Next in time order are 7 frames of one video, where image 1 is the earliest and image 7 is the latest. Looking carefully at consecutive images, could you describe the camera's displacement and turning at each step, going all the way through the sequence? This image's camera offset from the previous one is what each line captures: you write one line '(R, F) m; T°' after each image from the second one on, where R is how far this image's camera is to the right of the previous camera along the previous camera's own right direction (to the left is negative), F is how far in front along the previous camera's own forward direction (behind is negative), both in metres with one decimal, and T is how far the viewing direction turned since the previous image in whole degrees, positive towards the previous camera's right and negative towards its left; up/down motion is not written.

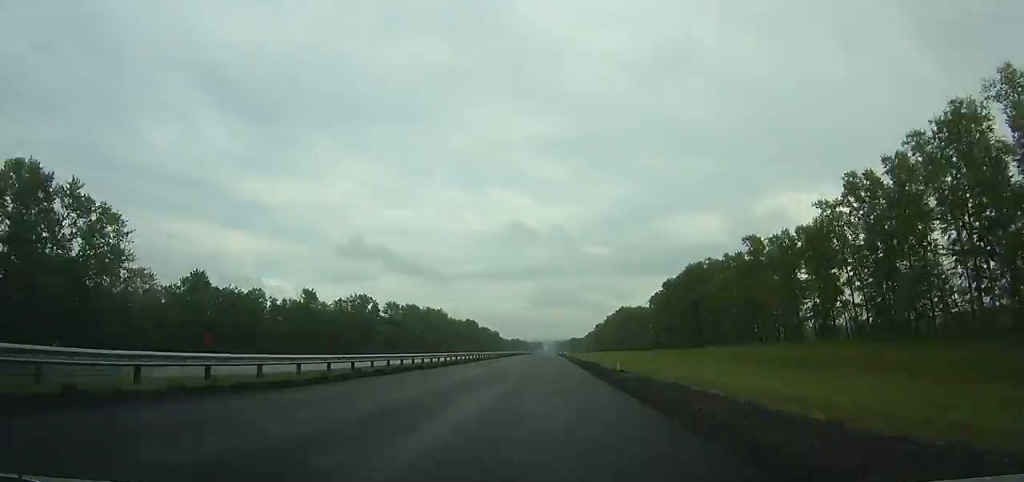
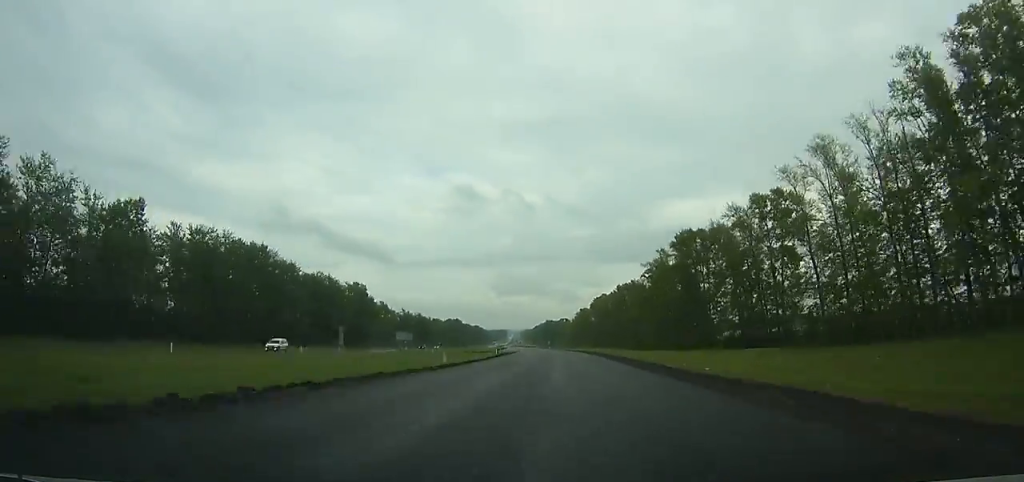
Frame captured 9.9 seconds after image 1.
(+3.4, +334.5) m; +2°
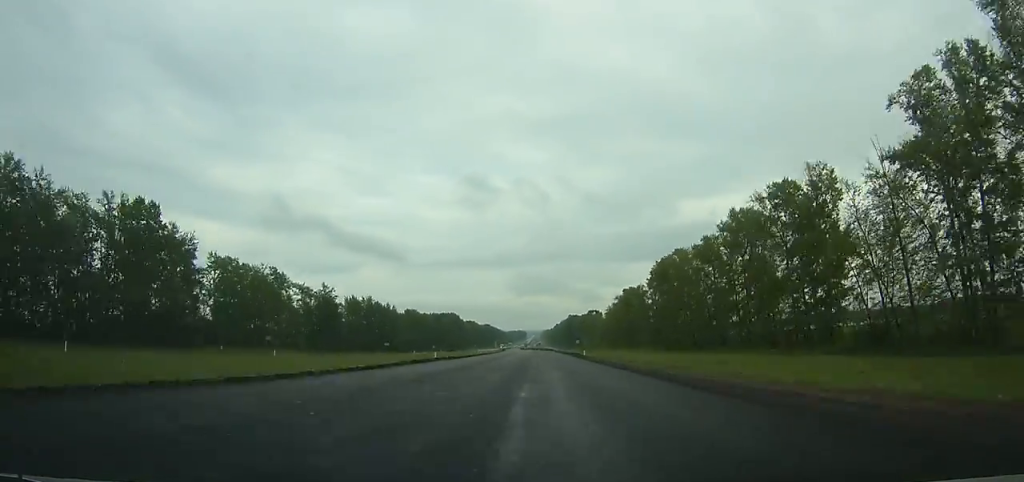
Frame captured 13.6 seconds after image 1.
(-0.3, +119.2) m; -1°
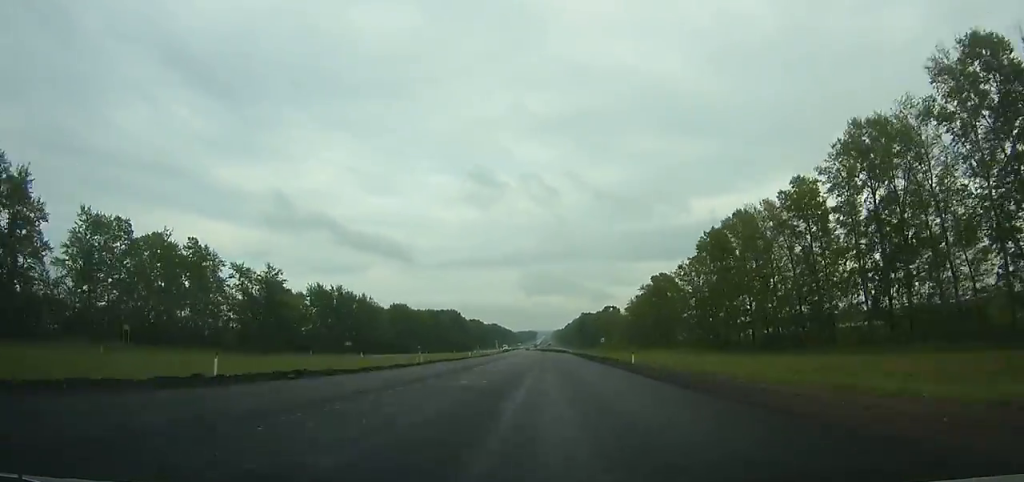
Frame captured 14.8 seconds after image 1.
(-0.5, +37.7) m; -1°
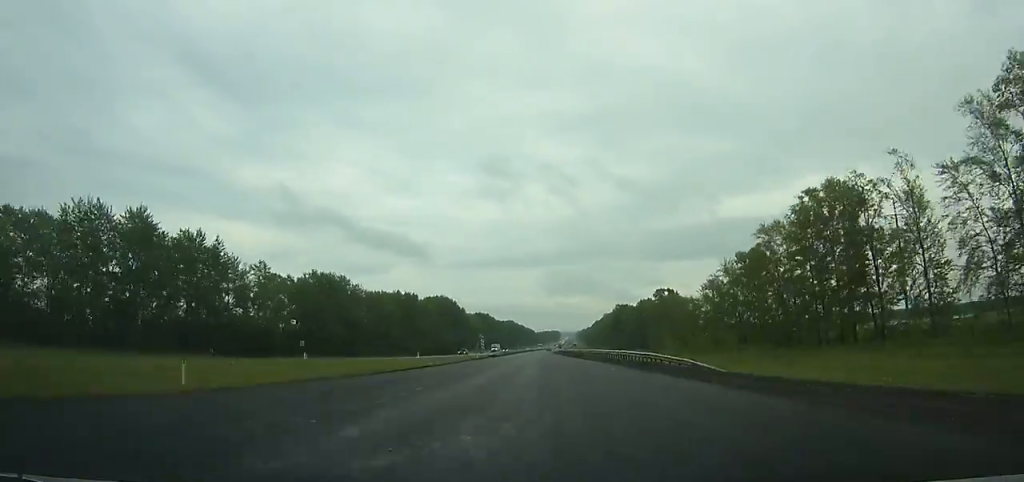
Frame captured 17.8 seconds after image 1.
(-1.8, +93.5) m; -2°
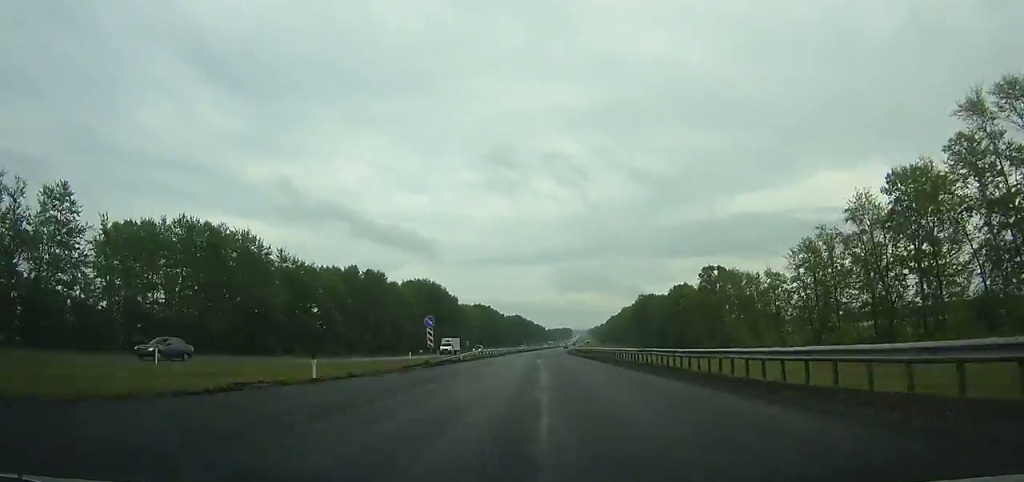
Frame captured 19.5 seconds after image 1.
(-0.4, +52.6) m; -1°
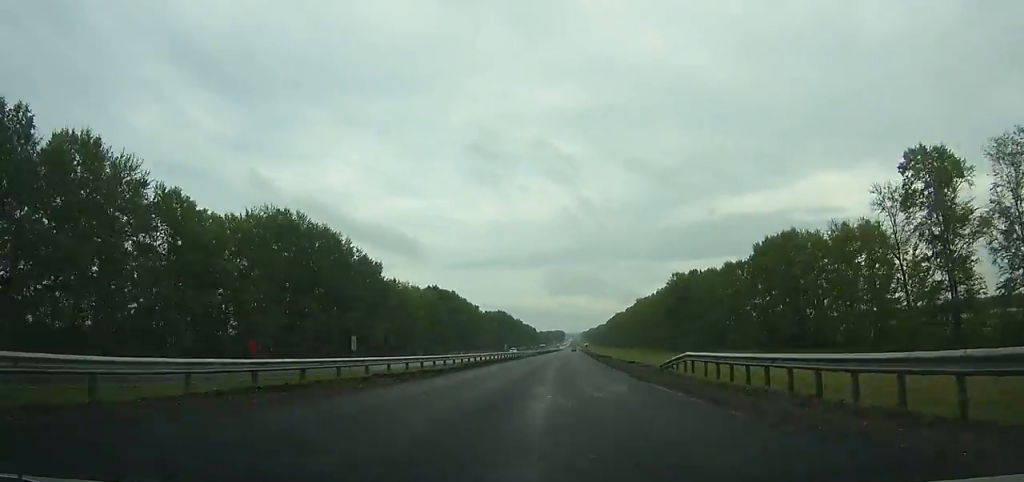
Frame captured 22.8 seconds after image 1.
(-0.5, +101.3) m; +1°
